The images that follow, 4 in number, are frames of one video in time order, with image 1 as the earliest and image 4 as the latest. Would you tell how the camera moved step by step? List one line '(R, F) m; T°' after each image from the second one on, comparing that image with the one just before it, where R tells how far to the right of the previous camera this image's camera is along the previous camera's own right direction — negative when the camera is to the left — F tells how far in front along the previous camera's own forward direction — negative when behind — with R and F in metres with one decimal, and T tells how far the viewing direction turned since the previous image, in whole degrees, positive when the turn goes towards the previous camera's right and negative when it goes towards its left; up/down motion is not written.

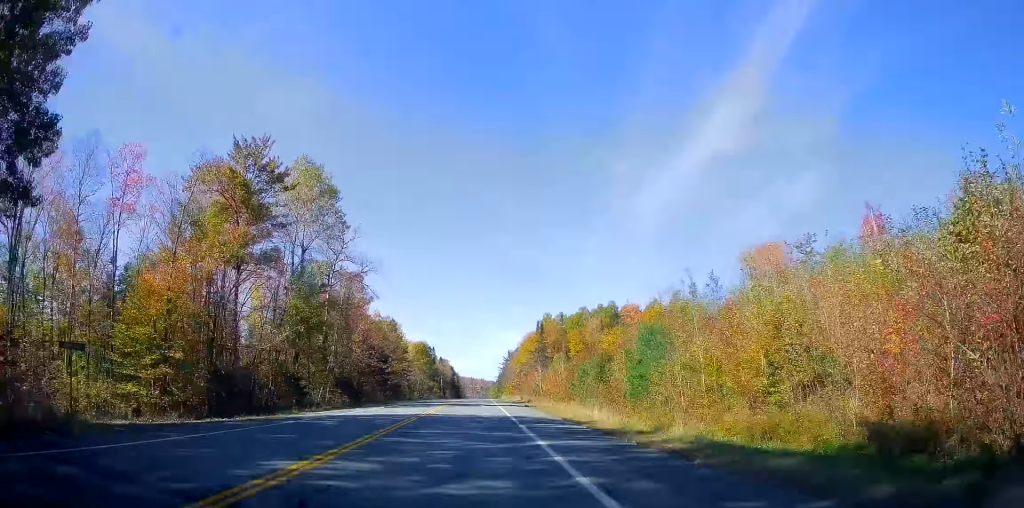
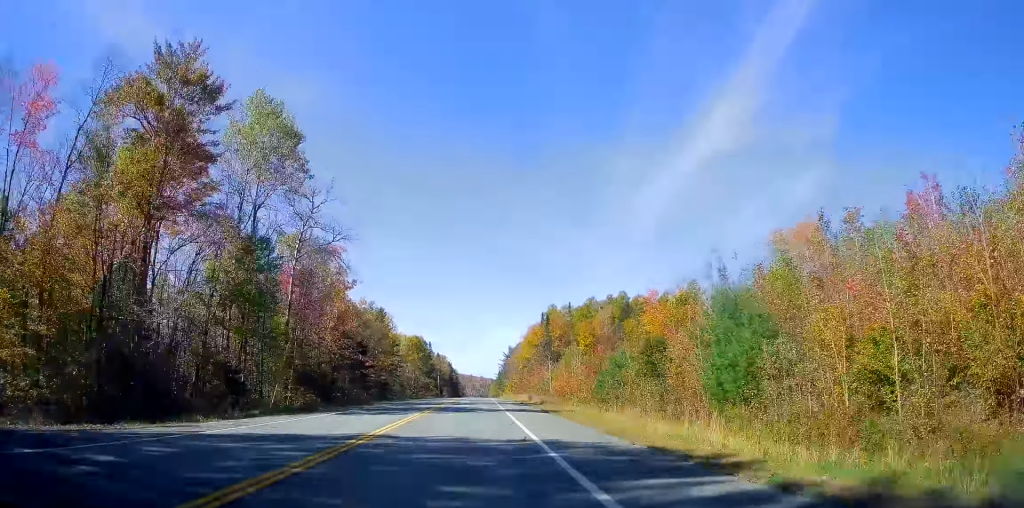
(0.0, +12.4) m; 0°
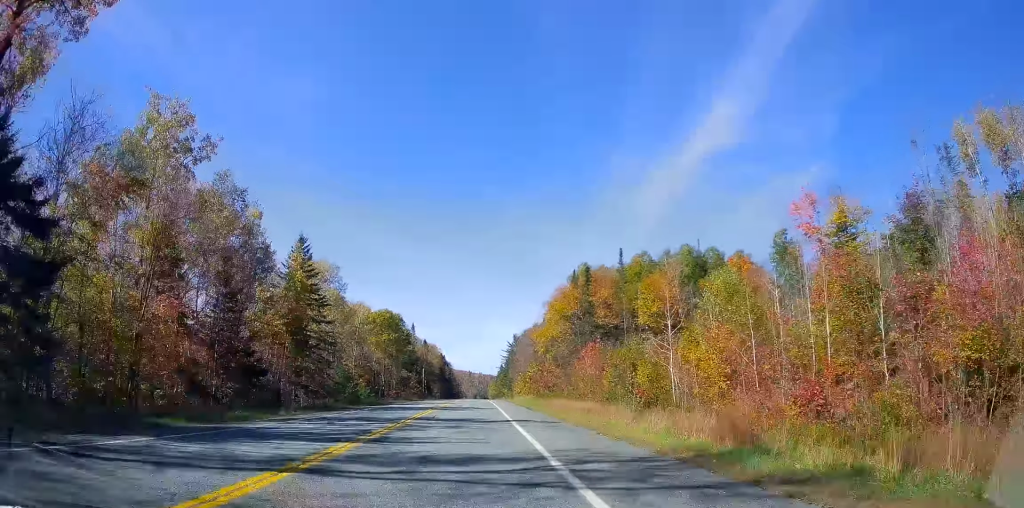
(+0.1, +45.8) m; +1°
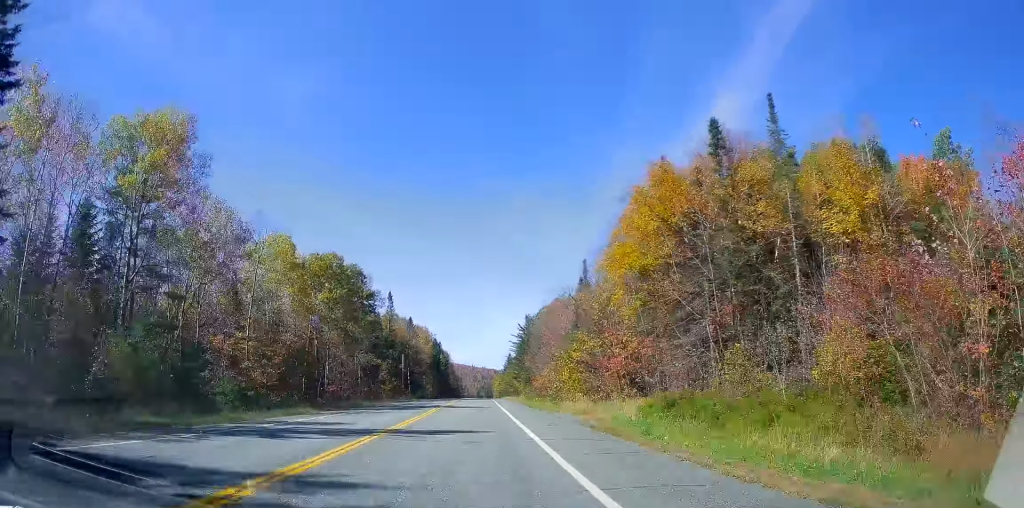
(+0.6, +42.5) m; +2°
